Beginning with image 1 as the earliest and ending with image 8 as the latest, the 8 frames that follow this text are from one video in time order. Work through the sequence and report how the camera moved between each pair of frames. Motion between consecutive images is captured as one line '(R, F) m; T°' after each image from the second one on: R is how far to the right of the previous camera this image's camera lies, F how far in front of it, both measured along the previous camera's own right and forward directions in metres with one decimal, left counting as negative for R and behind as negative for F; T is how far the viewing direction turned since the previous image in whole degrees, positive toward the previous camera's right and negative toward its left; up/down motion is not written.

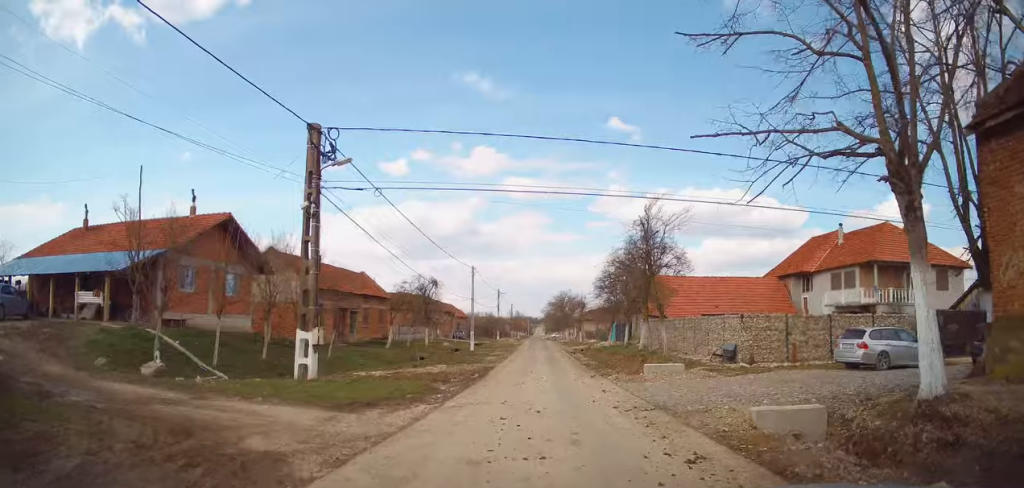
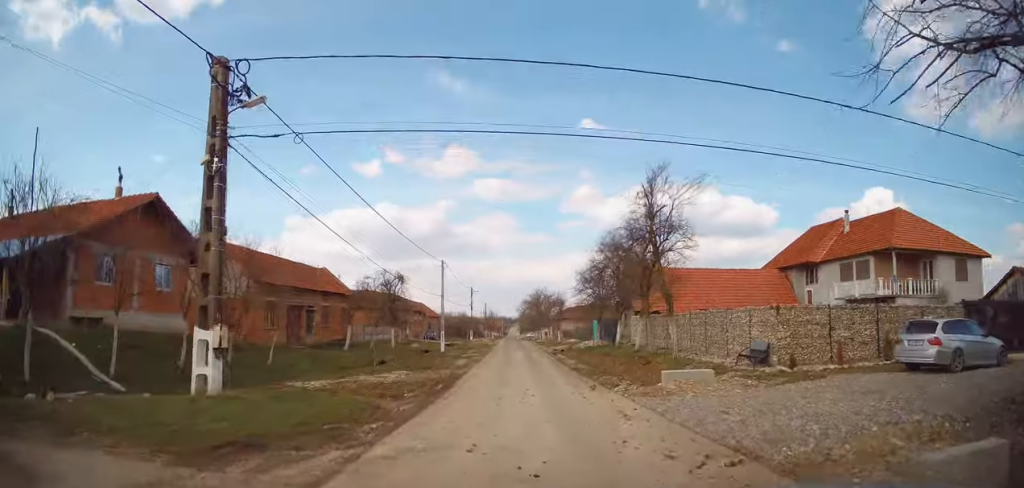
(+0.3, +4.1) m; +3°
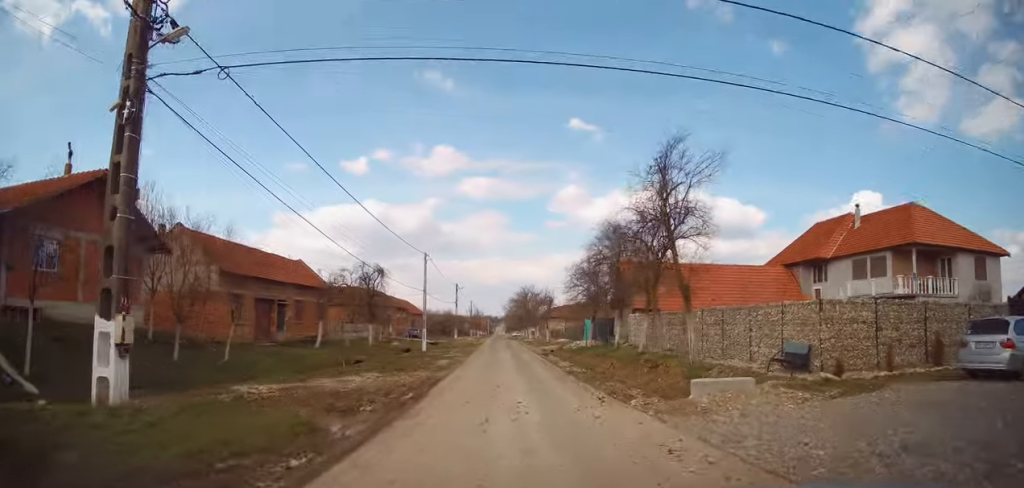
(0.0, +2.9) m; +1°
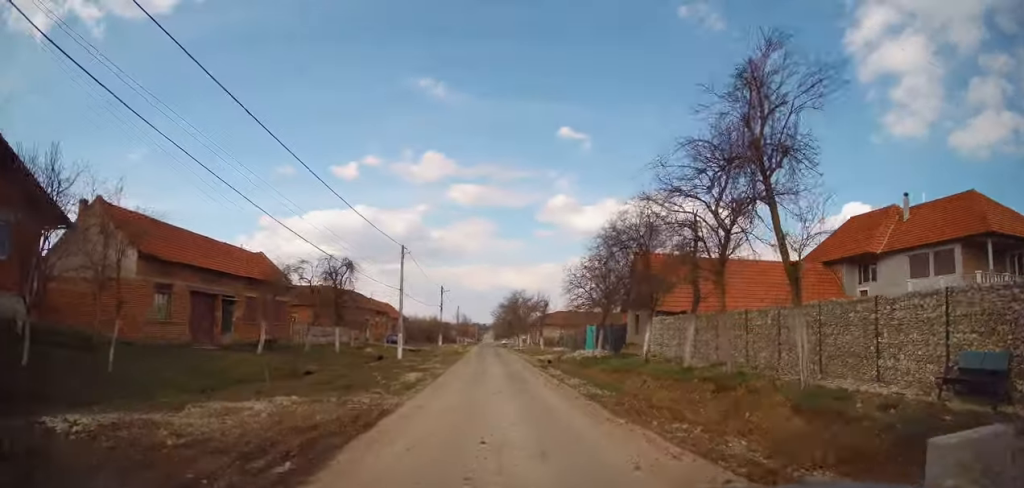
(+0.1, +6.5) m; +2°
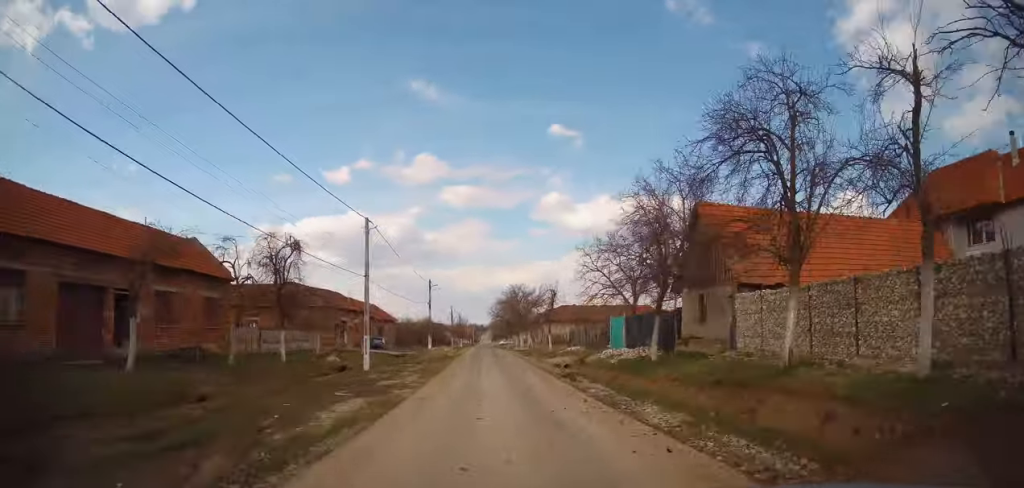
(+0.1, +9.1) m; -1°
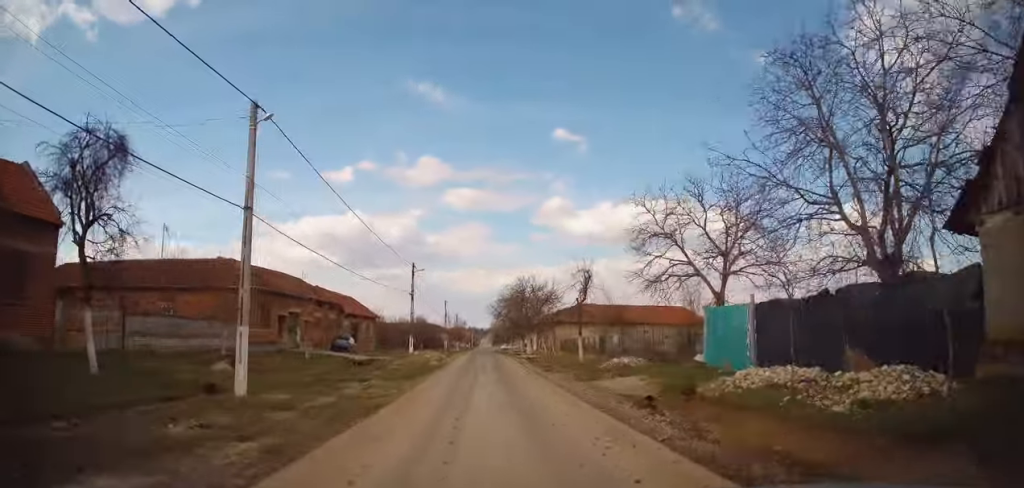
(-0.2, +15.1) m; 0°
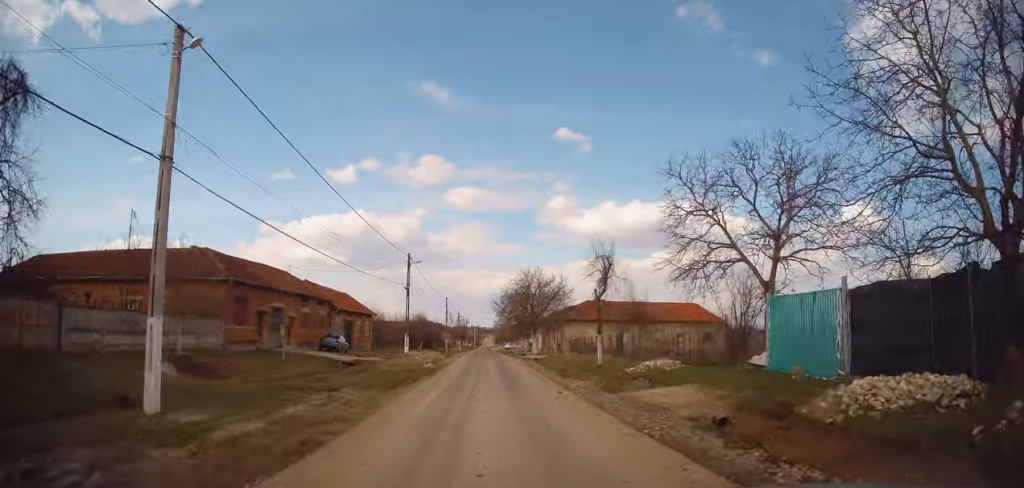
(+0.1, +4.4) m; 0°
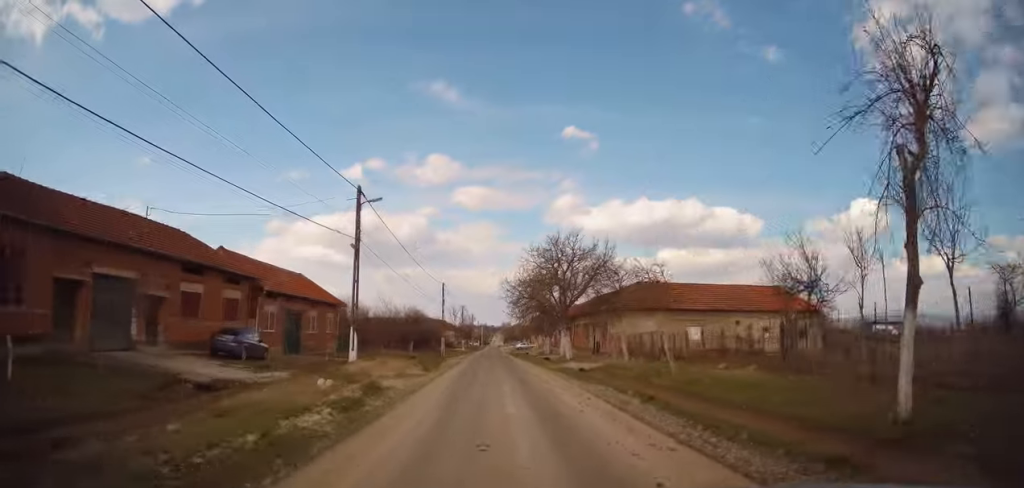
(0.0, +19.0) m; -1°
